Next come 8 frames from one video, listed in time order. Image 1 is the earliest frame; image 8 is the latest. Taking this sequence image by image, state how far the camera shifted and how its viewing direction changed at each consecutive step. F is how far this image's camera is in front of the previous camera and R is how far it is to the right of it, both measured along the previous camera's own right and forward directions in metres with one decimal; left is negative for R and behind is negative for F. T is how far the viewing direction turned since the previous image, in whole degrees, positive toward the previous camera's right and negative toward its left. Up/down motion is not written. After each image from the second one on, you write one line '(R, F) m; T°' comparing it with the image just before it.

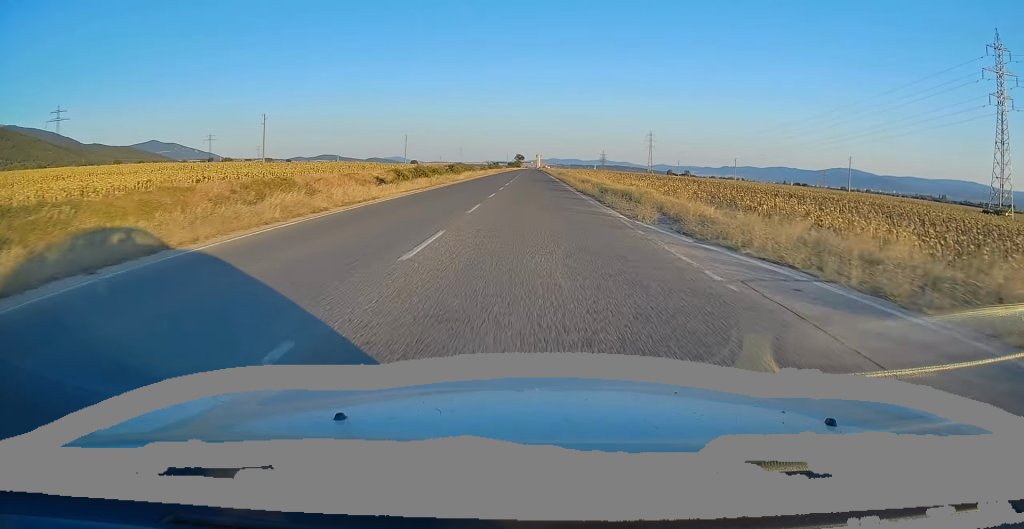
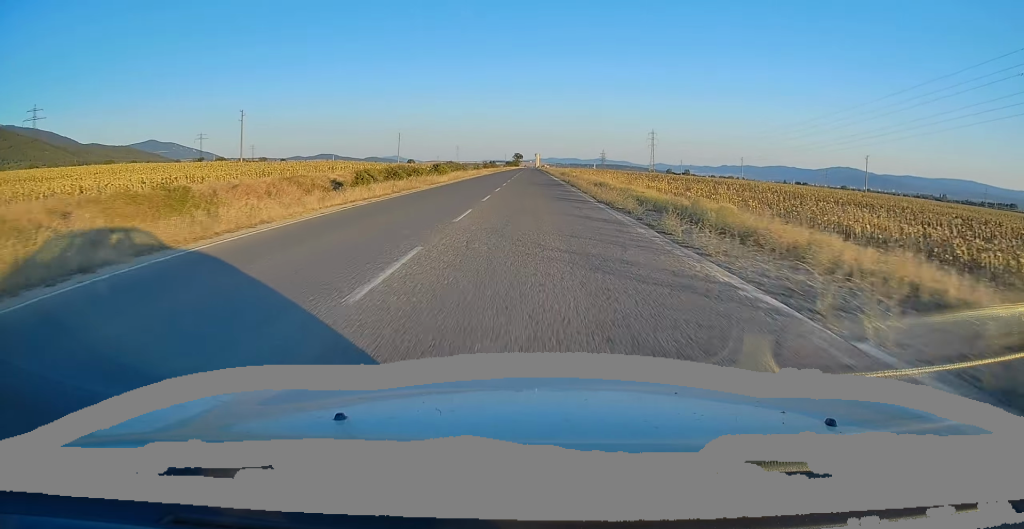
(-0.1, +10.9) m; 0°
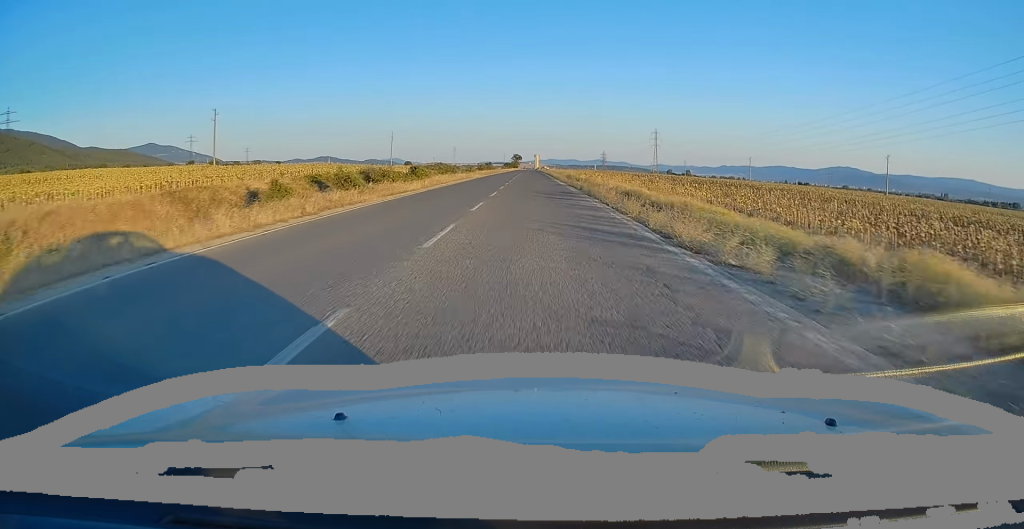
(-0.2, +11.4) m; 0°
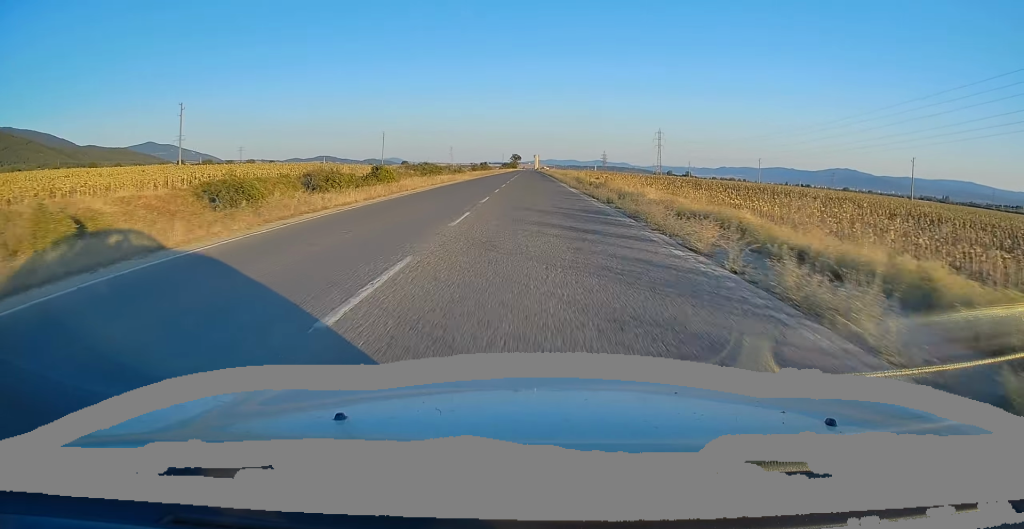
(+0.1, +11.6) m; 0°
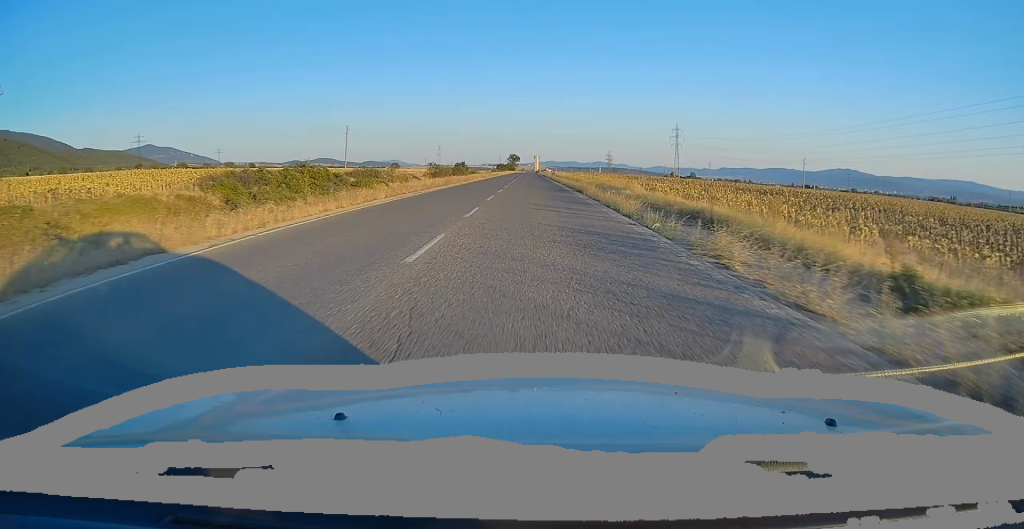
(+0.4, +42.9) m; -1°
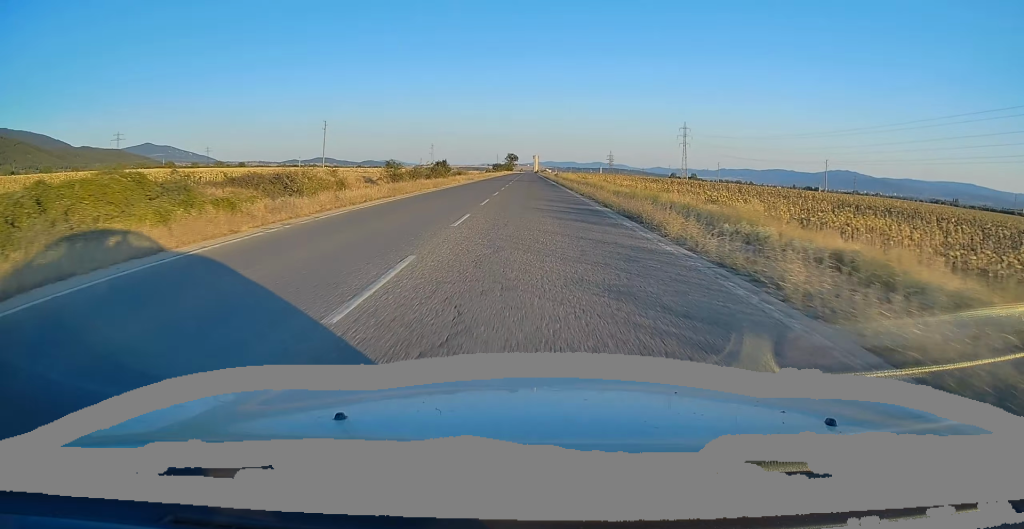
(-0.3, +18.2) m; 0°
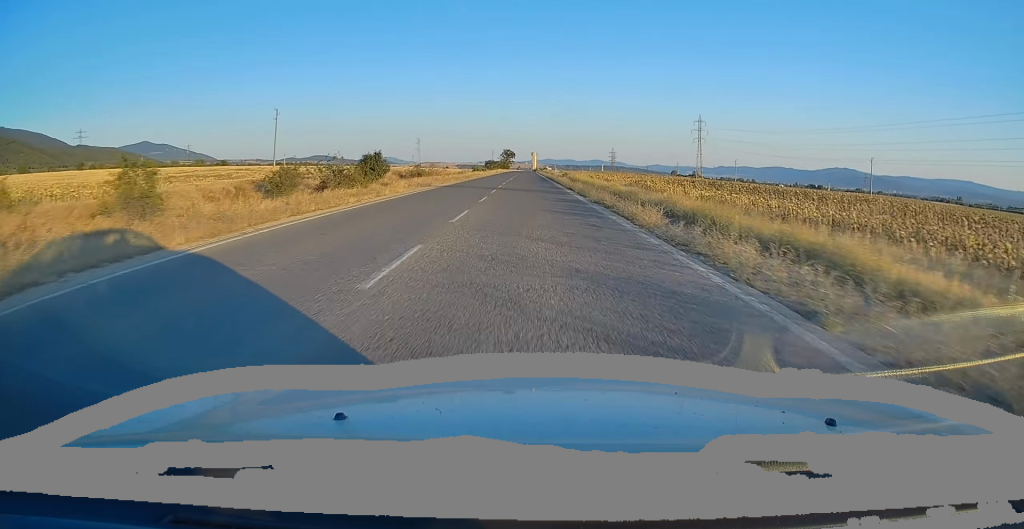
(+0.3, +29.2) m; +1°
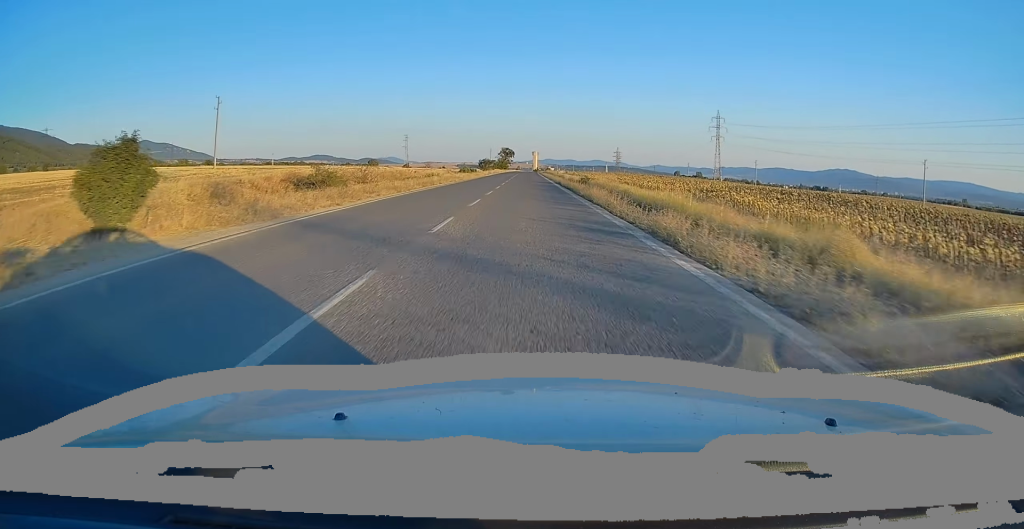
(0.0, +24.8) m; 0°
